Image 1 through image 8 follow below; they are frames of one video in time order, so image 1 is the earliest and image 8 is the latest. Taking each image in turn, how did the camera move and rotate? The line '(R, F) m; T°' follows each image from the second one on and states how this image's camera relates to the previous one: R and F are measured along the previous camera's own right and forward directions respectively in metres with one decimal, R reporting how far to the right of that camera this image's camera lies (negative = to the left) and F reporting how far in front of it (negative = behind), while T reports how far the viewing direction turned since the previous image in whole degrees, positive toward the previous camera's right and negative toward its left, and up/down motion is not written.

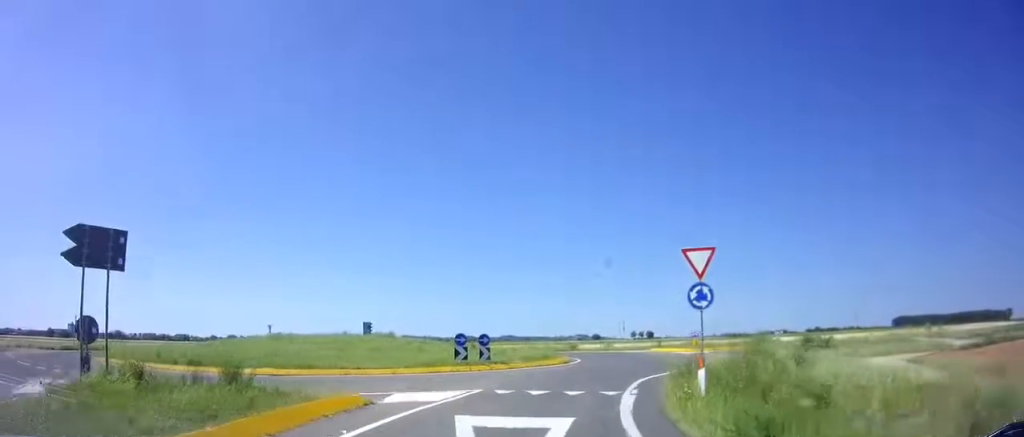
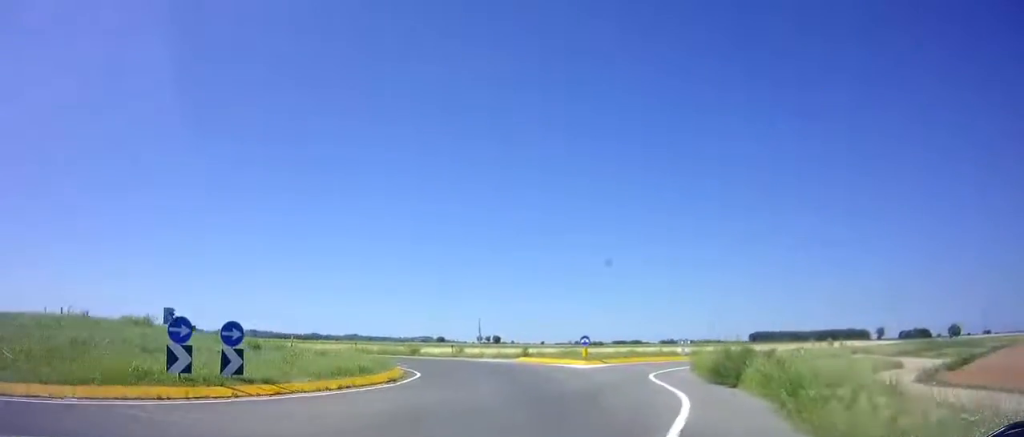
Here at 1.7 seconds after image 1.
(+1.6, +12.0) m; +14°
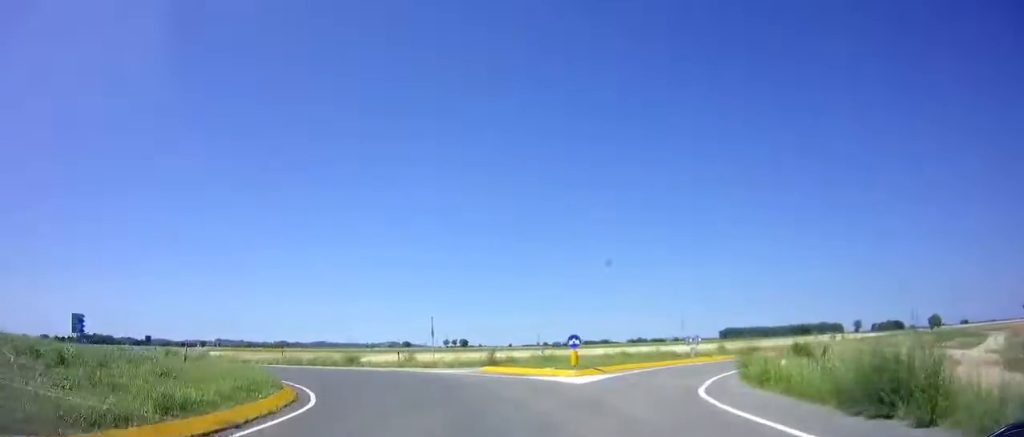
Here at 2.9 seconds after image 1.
(+0.1, +8.8) m; -5°
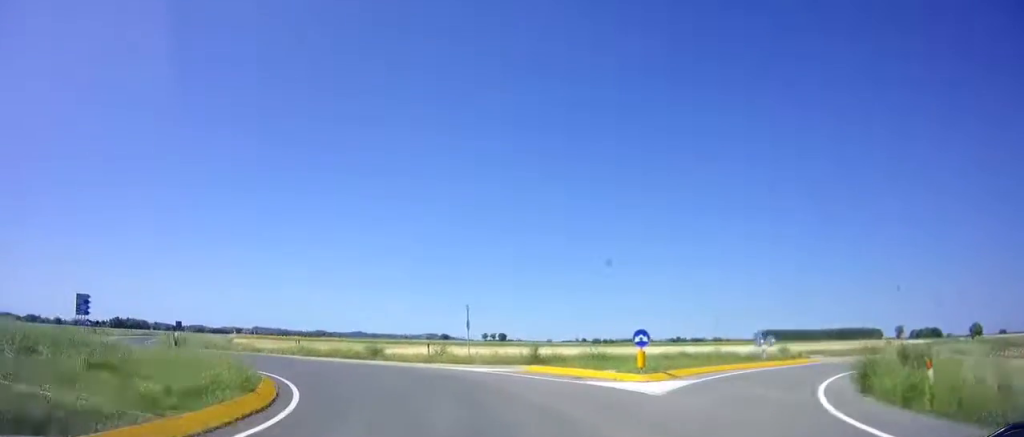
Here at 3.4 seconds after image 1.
(-0.2, +4.1) m; -5°
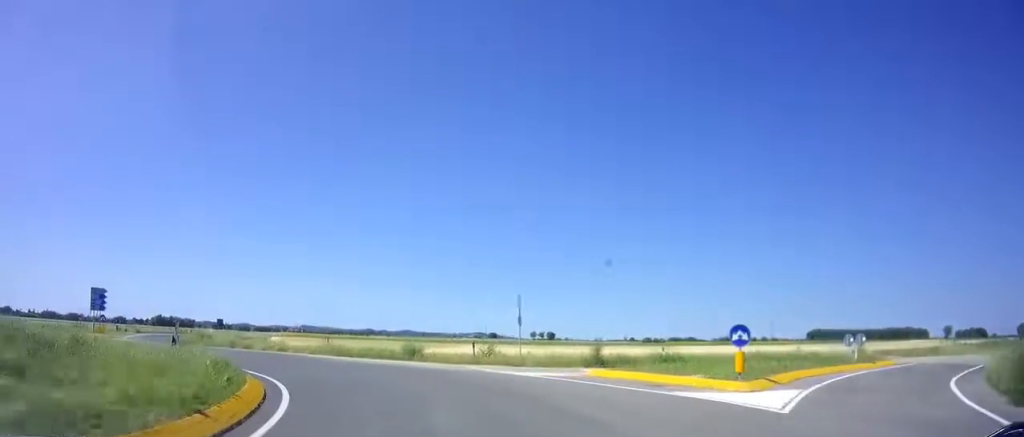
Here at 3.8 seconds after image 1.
(-0.1, +3.6) m; -5°
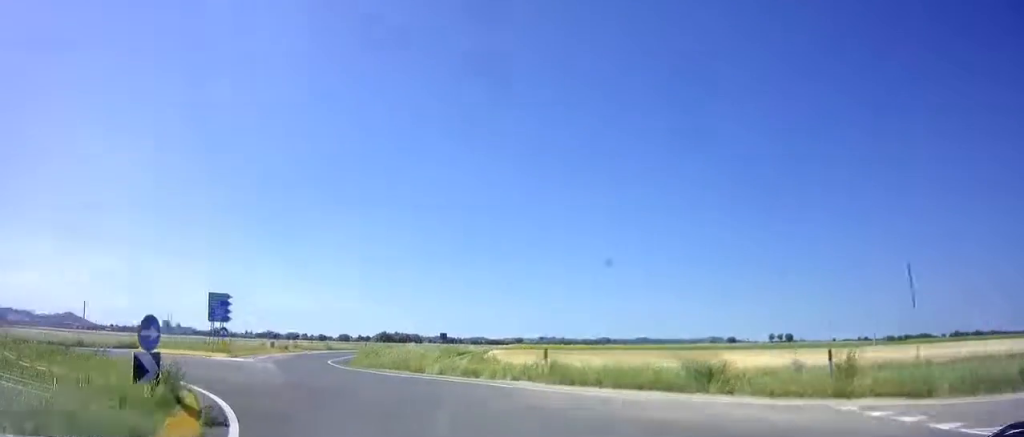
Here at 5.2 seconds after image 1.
(-2.2, +12.2) m; -23°
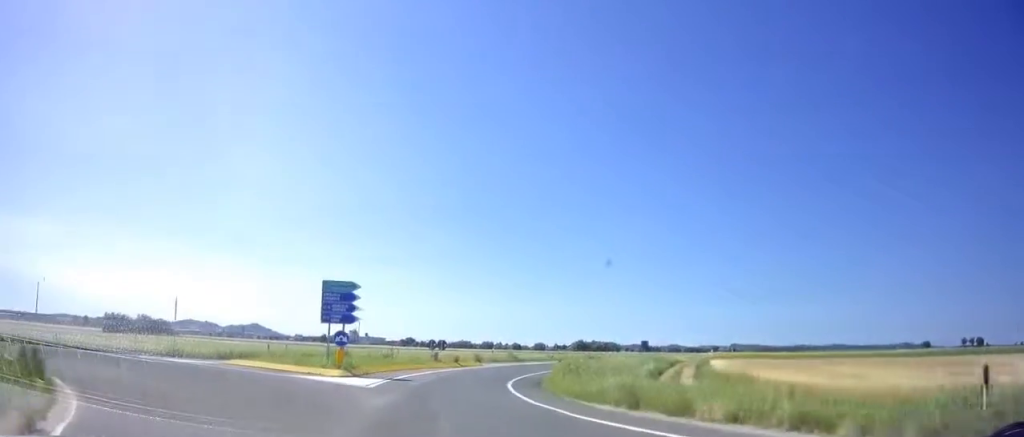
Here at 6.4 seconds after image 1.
(-1.9, +10.6) m; -14°
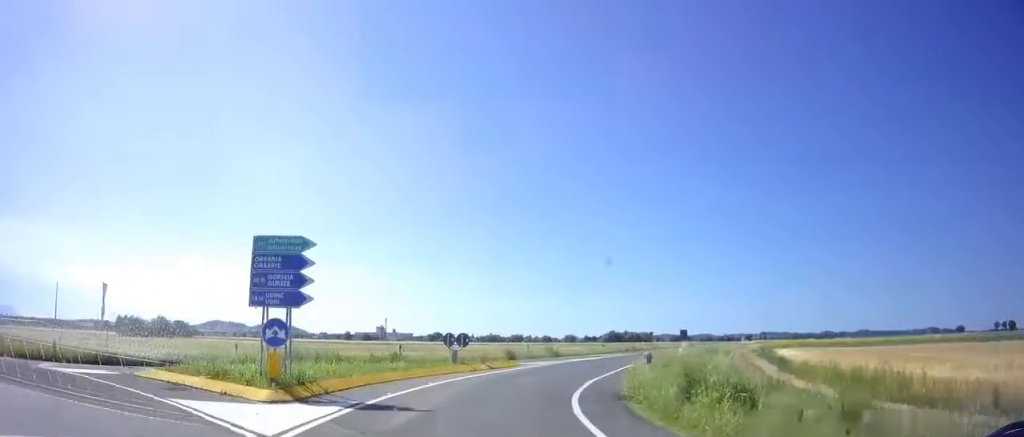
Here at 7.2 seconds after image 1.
(-0.4, +8.6) m; 0°
